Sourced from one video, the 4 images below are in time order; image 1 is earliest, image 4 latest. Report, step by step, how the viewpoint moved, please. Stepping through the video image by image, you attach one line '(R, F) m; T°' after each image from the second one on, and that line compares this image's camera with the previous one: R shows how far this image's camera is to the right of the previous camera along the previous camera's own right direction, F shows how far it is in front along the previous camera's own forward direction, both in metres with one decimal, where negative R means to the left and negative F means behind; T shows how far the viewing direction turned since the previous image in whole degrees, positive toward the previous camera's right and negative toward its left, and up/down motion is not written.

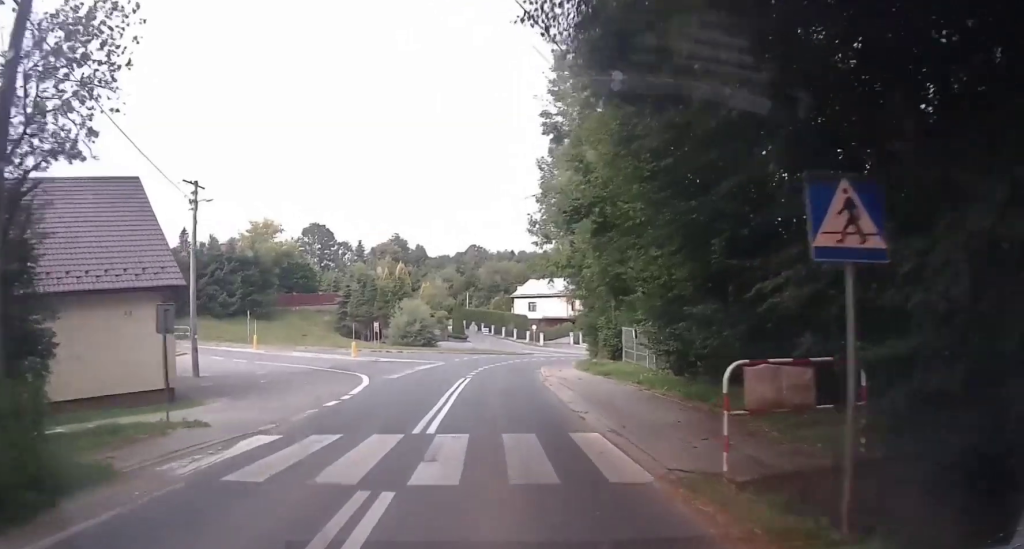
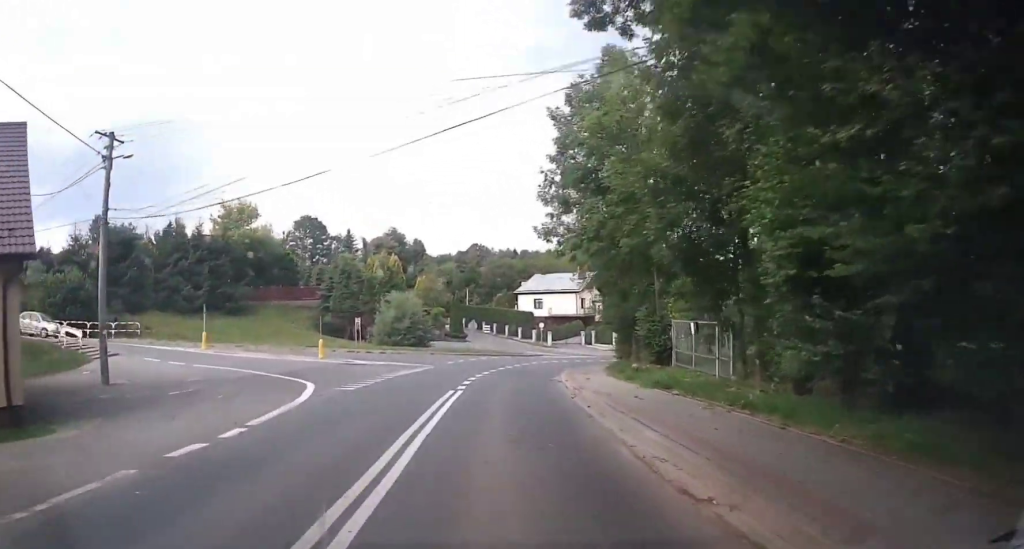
(0.0, +7.4) m; +1°
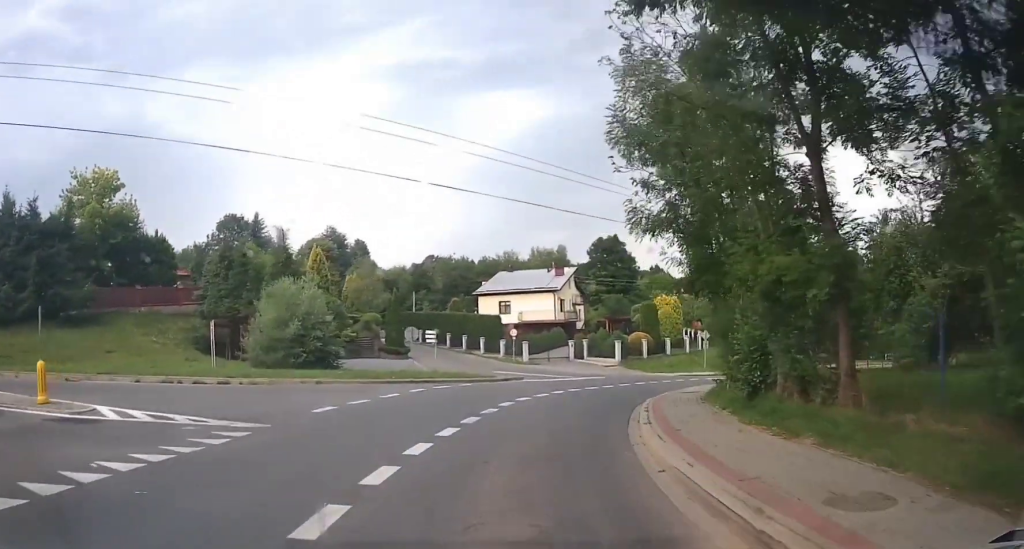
(+0.9, +15.8) m; +12°
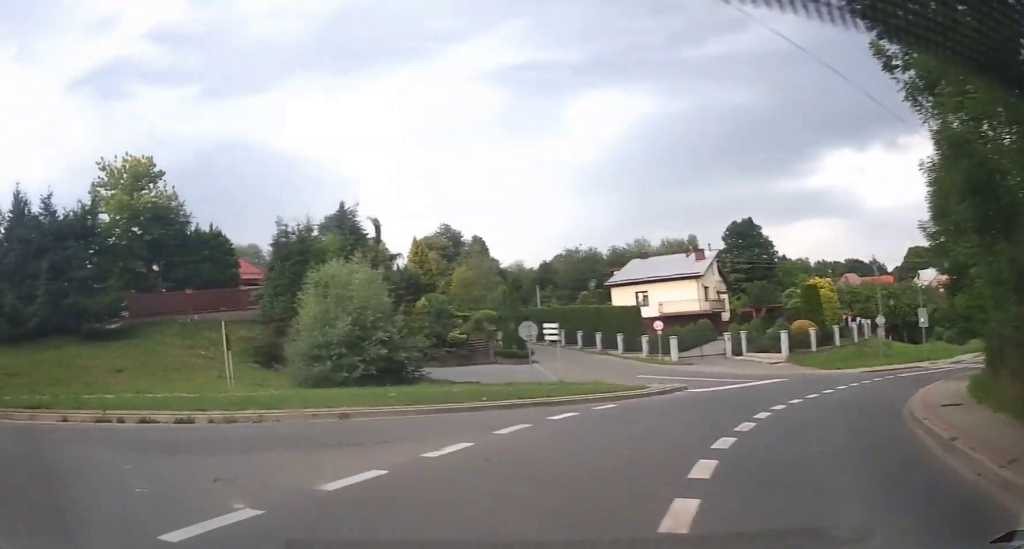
(-0.4, +8.5) m; -29°
